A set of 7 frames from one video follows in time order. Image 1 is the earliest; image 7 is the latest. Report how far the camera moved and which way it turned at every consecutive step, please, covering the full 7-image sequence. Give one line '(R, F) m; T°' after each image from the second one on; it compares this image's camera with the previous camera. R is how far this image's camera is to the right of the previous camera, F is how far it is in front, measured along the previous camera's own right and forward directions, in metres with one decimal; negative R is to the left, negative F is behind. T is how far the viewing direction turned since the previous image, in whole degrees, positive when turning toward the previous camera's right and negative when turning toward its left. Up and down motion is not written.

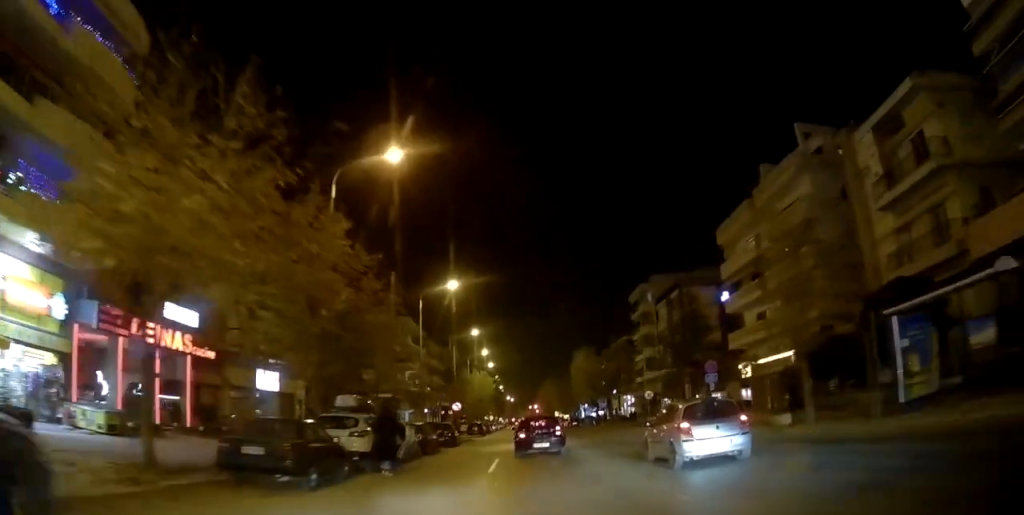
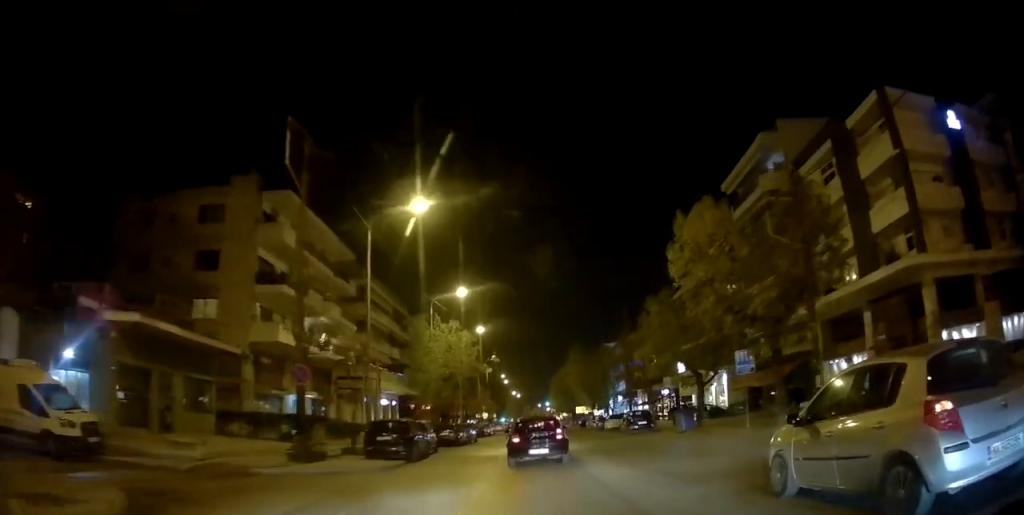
(-1.6, +42.1) m; -1°
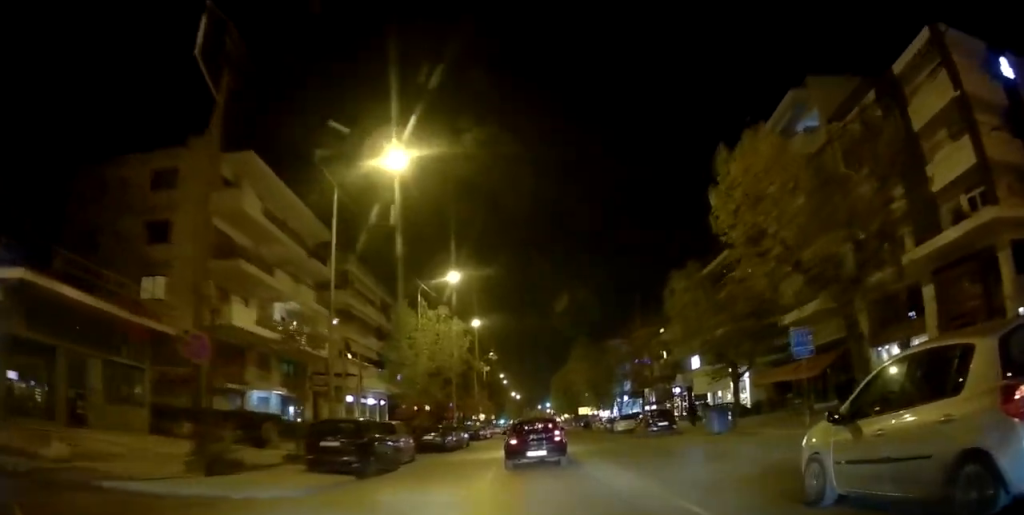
(-0.3, +5.7) m; +1°
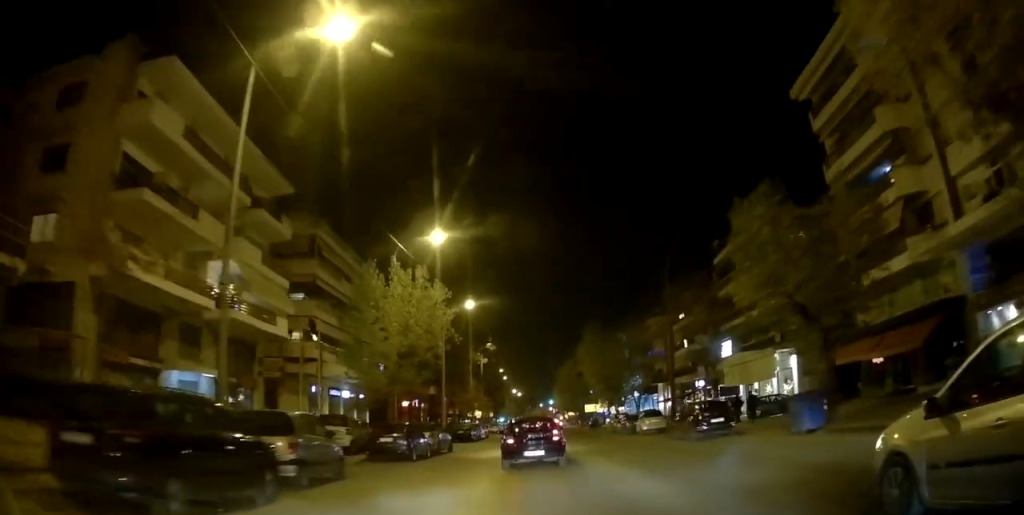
(-0.3, +9.2) m; +1°
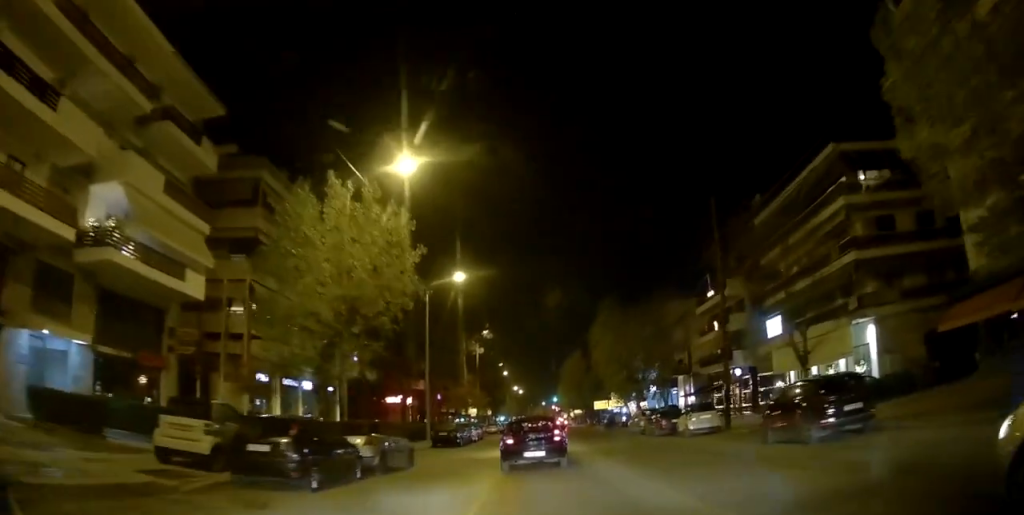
(+0.8, +10.1) m; 0°
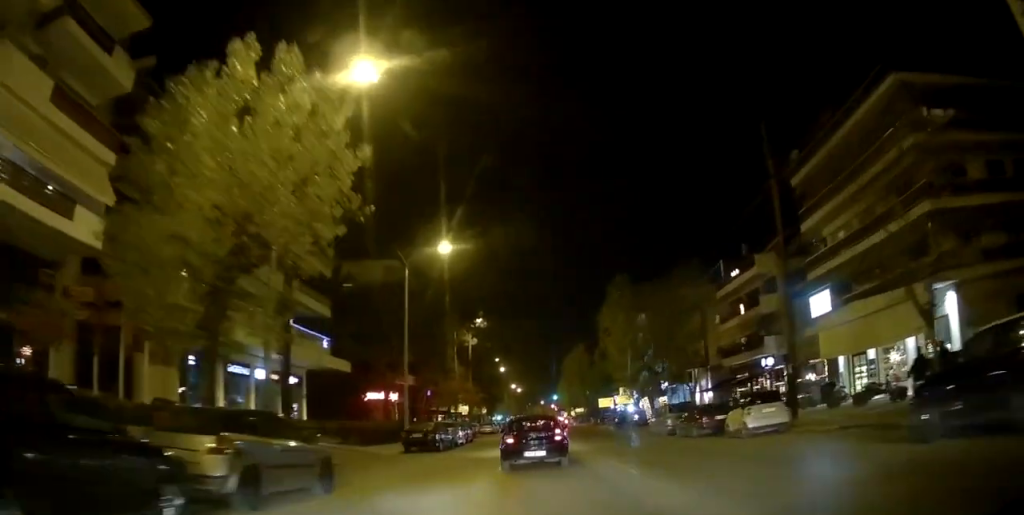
(-0.4, +7.4) m; 0°
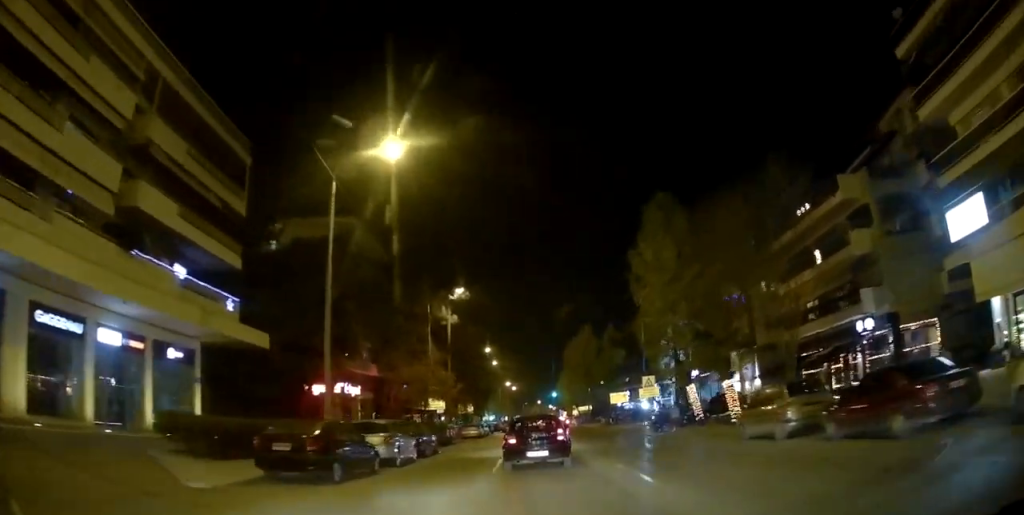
(+0.1, +14.4) m; +1°
